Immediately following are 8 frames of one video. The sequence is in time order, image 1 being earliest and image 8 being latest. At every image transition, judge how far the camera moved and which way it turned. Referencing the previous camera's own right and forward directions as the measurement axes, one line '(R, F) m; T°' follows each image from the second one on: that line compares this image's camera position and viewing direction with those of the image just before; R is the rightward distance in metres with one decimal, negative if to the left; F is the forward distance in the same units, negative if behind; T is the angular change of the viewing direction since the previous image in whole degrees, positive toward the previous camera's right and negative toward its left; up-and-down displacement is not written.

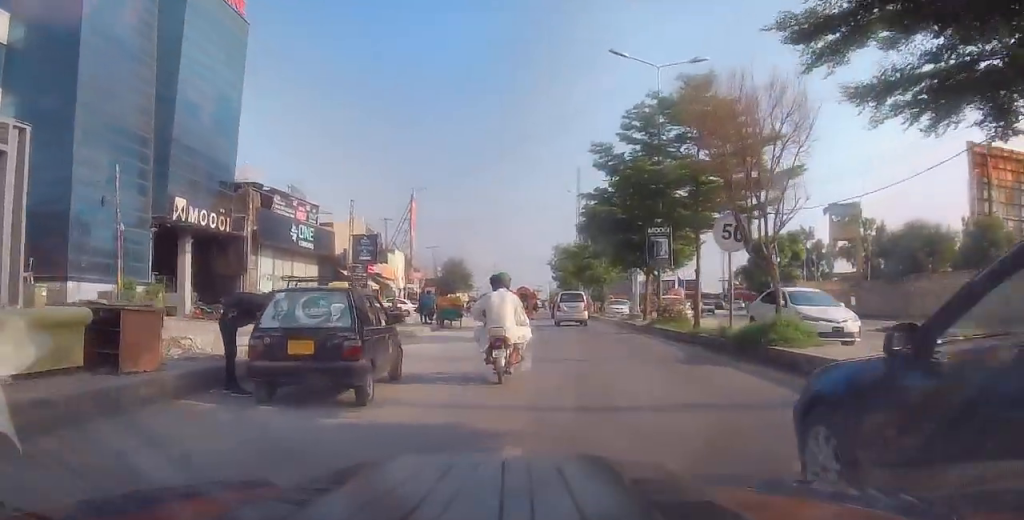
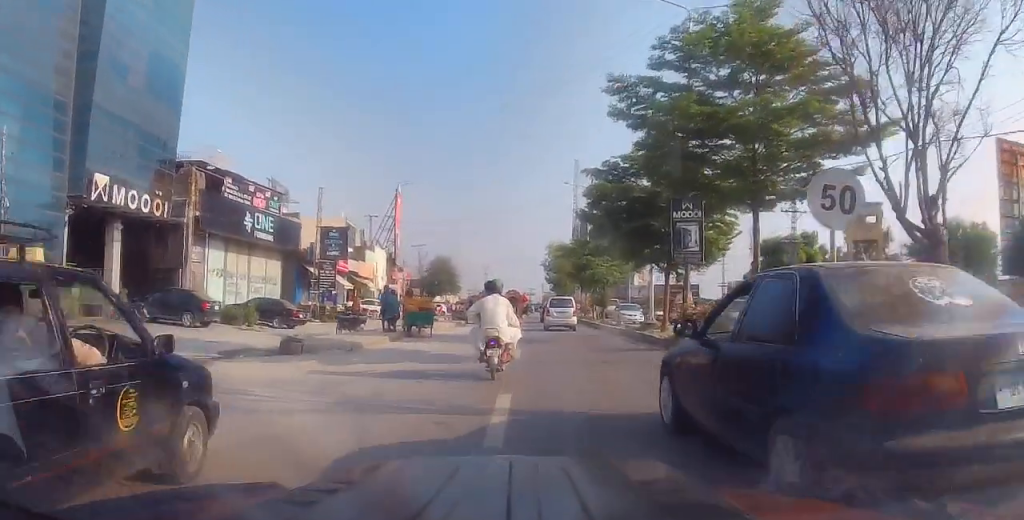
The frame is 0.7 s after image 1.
(+0.1, +5.7) m; 0°
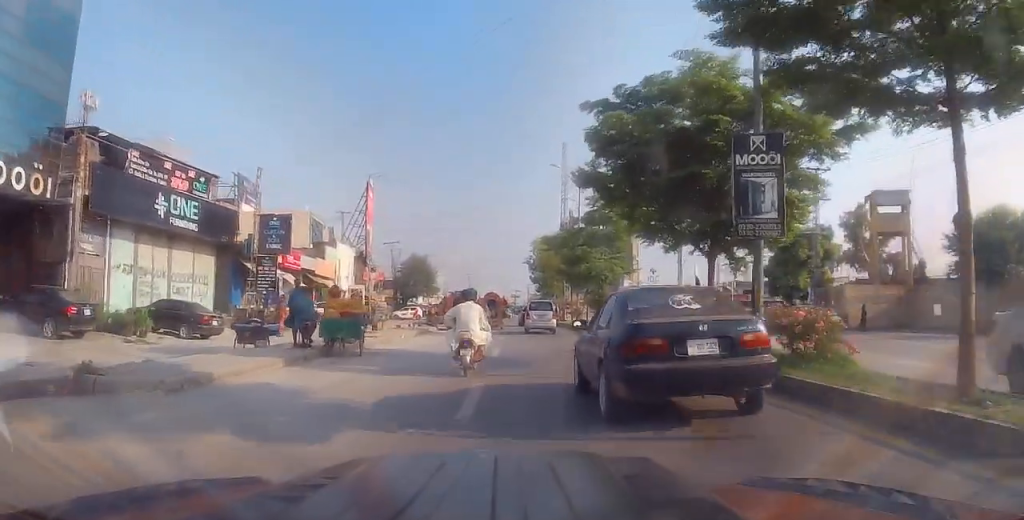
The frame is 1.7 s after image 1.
(-0.3, +7.4) m; 0°
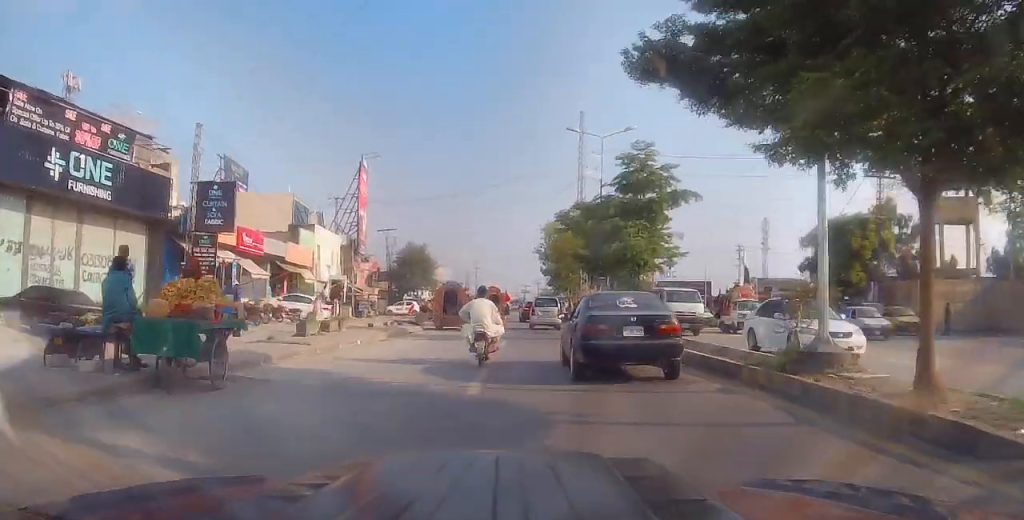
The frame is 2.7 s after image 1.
(+0.3, +8.2) m; +1°
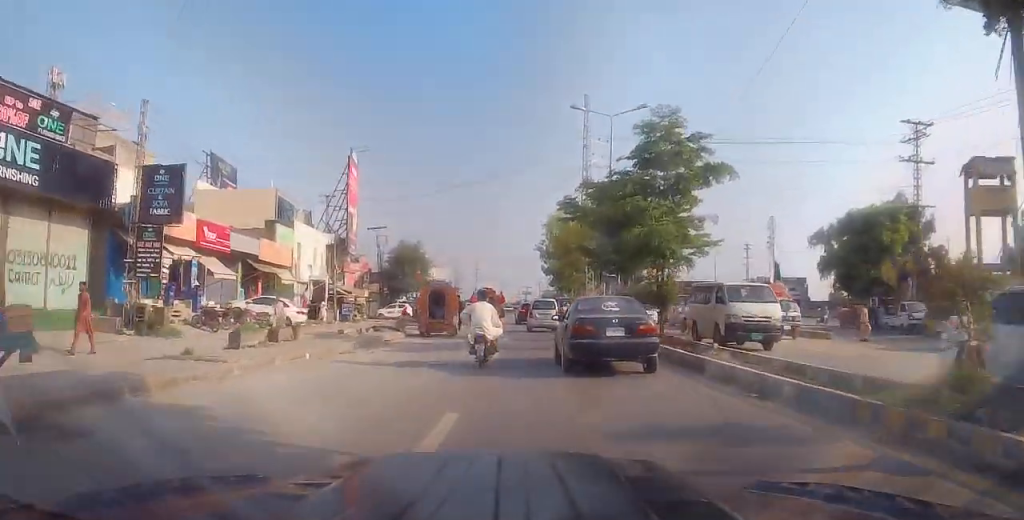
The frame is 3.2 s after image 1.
(-0.2, +4.5) m; +1°
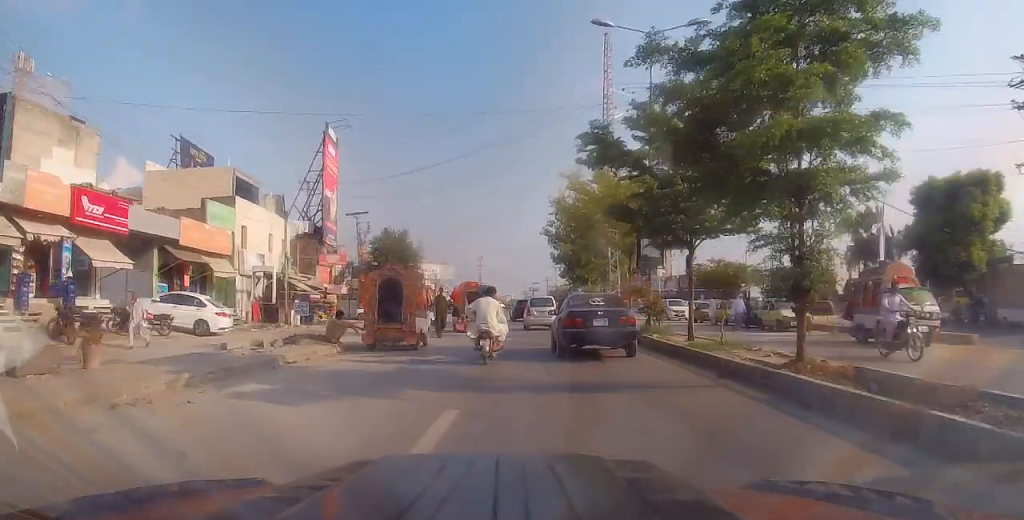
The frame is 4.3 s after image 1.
(+0.2, +9.9) m; 0°
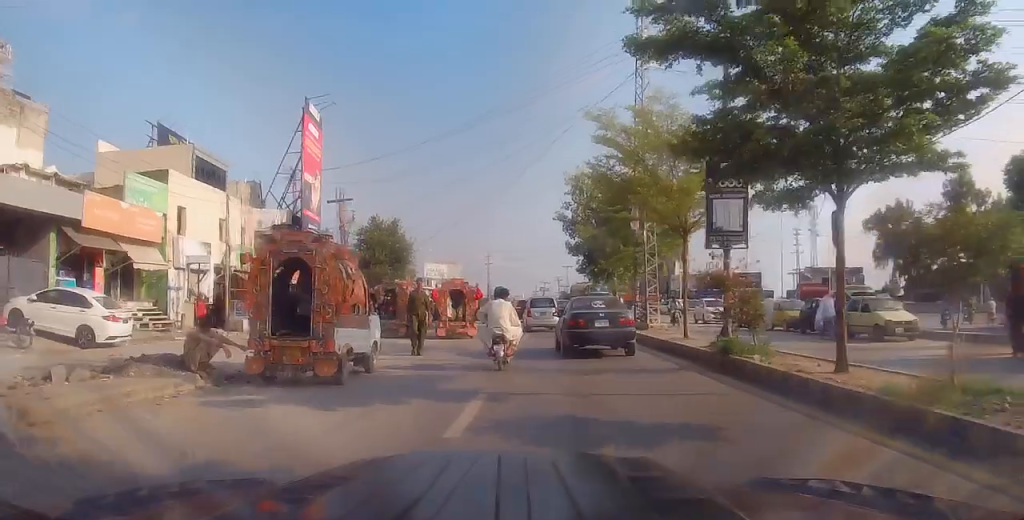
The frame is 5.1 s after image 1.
(-0.1, +7.7) m; -2°
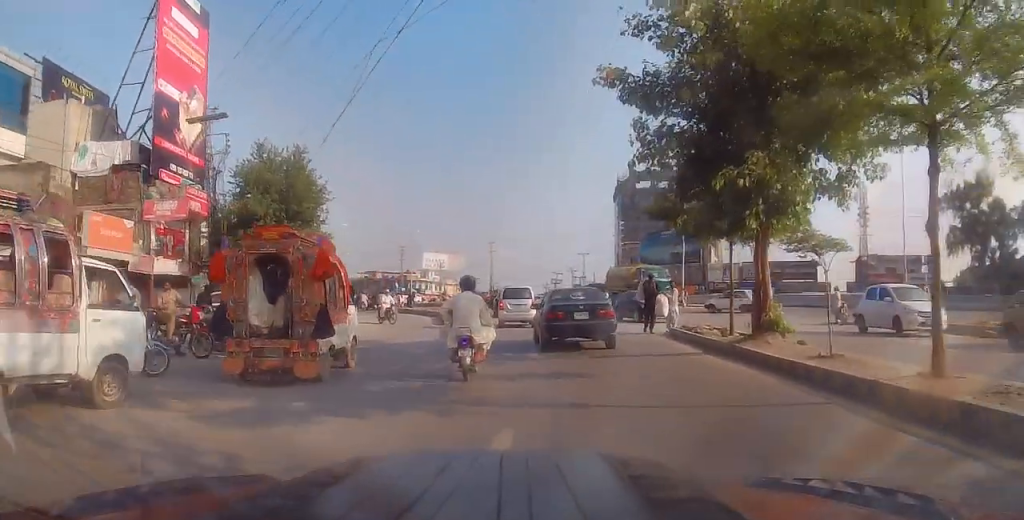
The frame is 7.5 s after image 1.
(-0.8, +20.8) m; -3°
